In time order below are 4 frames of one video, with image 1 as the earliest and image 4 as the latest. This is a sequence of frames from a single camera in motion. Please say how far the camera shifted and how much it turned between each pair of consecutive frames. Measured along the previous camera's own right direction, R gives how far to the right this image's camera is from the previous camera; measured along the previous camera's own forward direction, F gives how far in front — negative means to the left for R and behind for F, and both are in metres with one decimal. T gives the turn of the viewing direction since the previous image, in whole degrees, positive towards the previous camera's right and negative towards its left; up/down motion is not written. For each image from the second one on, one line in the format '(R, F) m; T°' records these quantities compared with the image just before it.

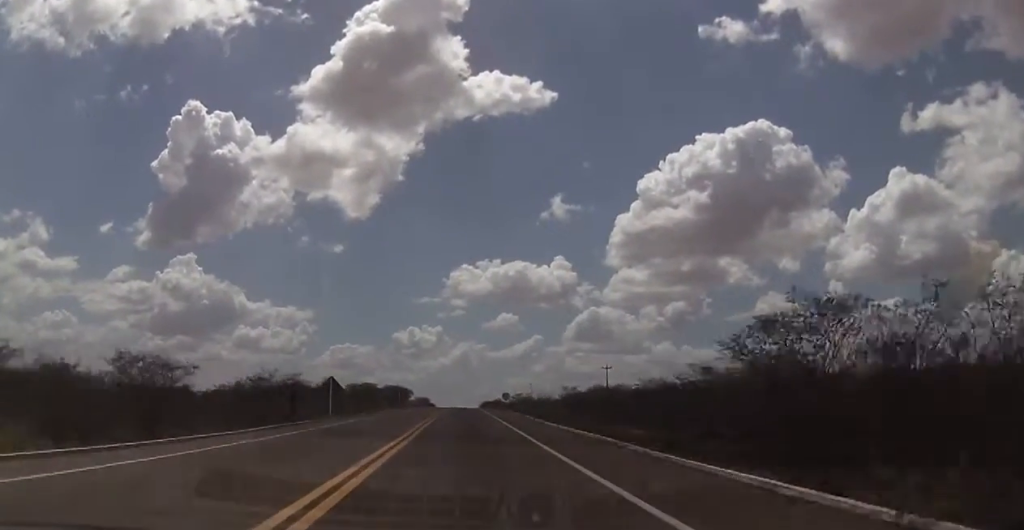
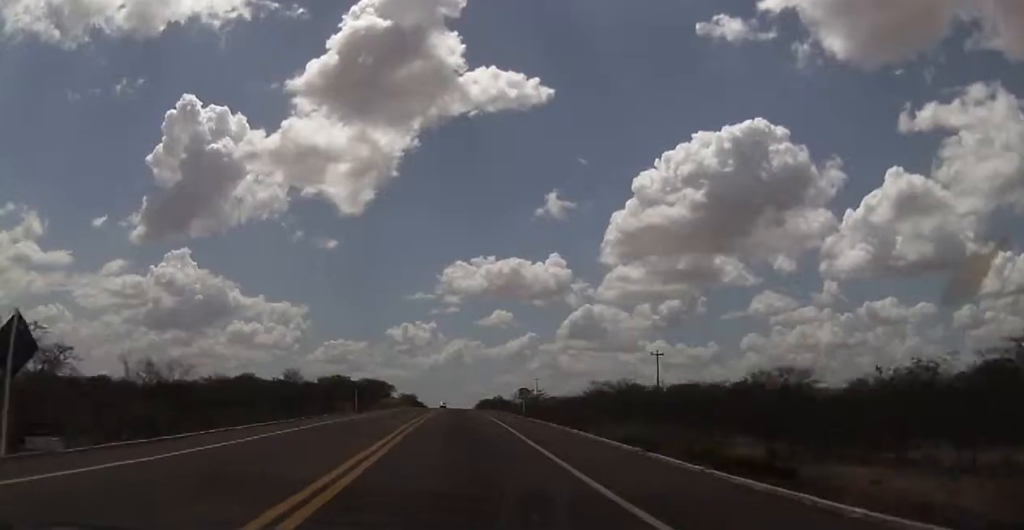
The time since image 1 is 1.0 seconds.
(+0.9, +33.2) m; +2°
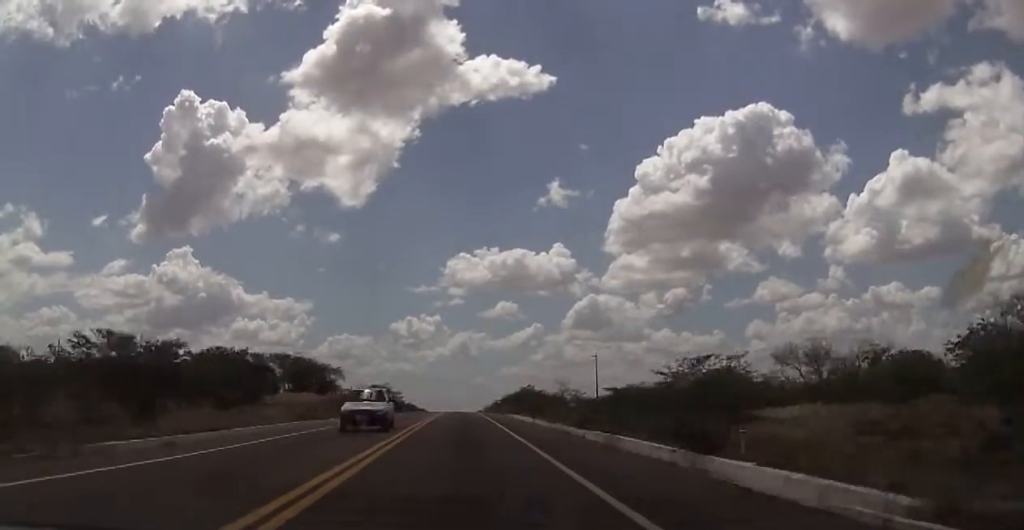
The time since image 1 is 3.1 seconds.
(+1.0, +74.8) m; 0°
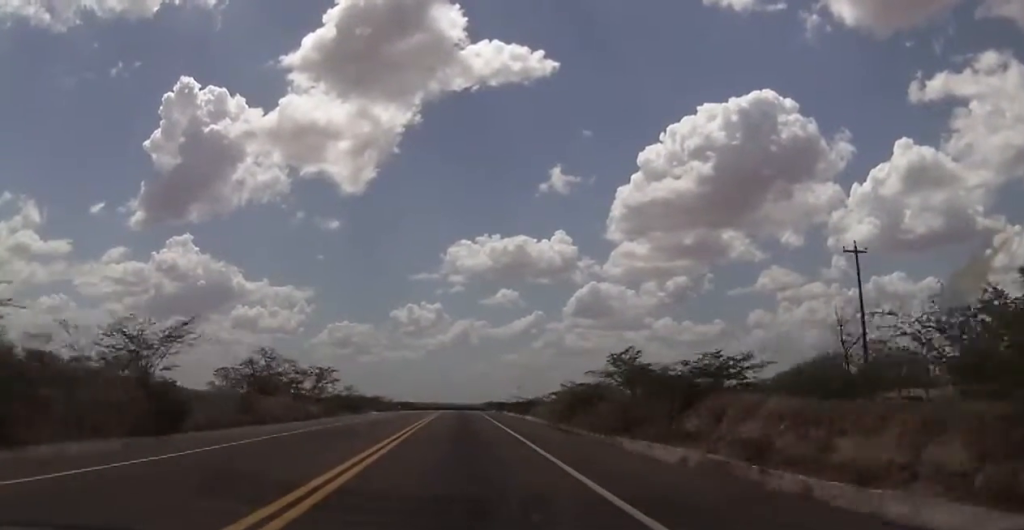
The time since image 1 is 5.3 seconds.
(-0.1, +74.9) m; 0°
